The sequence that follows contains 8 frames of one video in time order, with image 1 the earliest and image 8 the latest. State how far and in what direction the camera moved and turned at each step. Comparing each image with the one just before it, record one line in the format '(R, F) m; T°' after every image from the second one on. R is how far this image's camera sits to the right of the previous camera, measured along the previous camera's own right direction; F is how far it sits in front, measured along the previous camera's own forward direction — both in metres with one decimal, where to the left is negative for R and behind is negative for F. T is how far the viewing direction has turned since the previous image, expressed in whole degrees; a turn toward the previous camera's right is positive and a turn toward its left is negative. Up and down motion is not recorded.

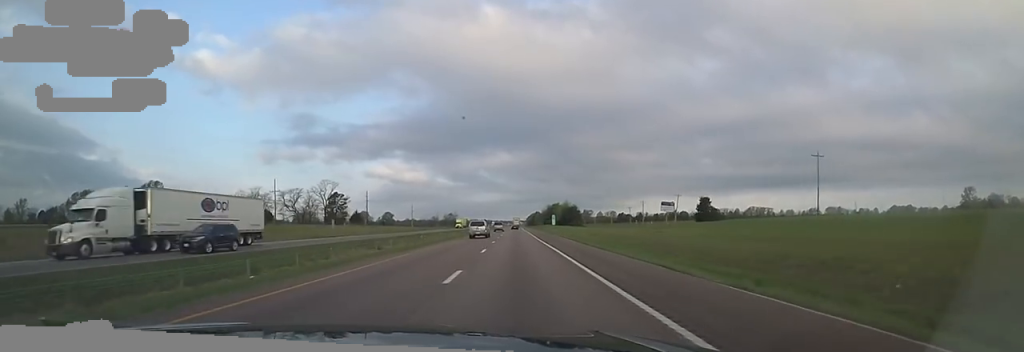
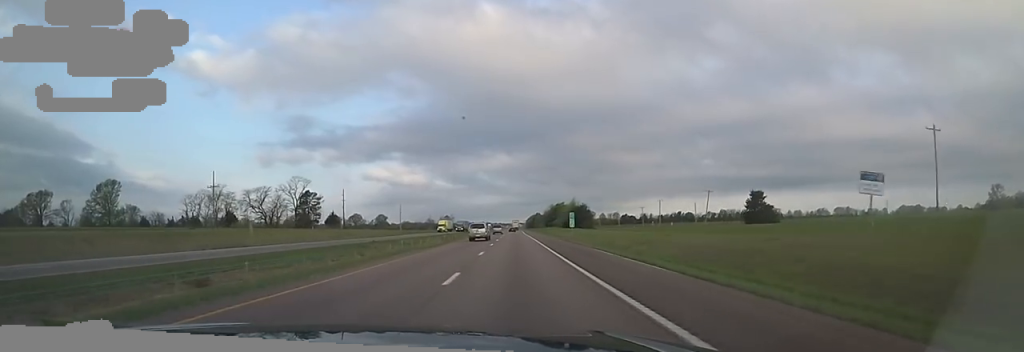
(-1.2, +24.6) m; 0°
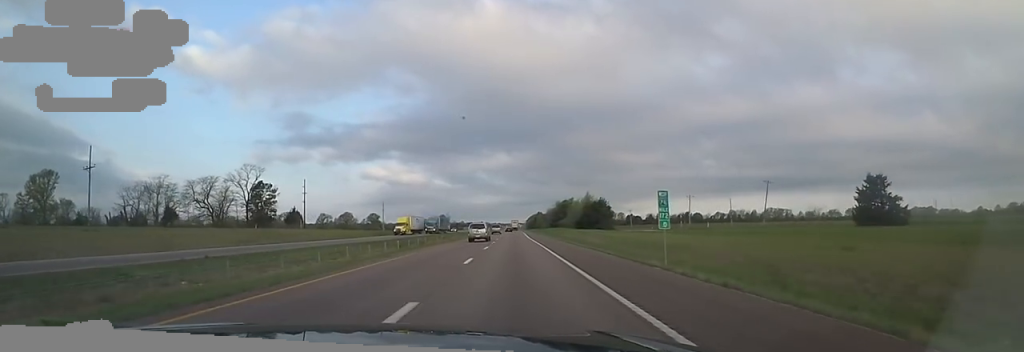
(+1.6, +30.1) m; +1°
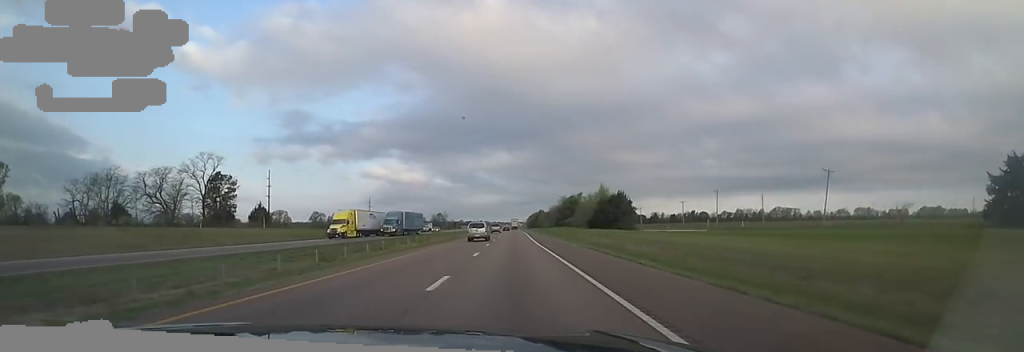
(-0.5, +19.8) m; -1°
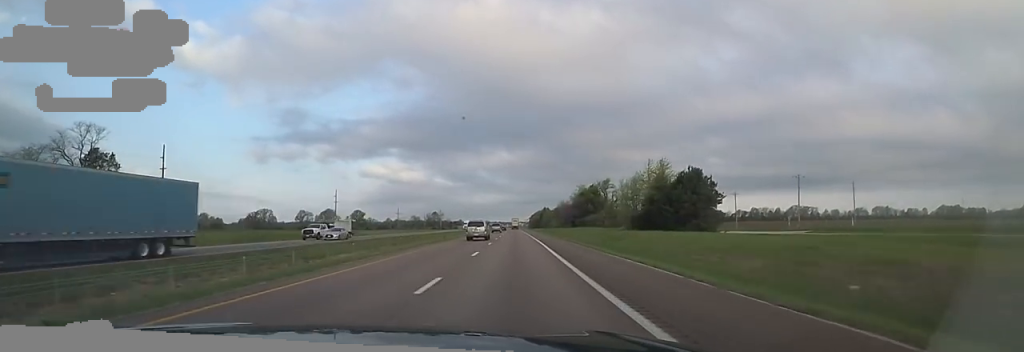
(-1.1, +37.8) m; 0°
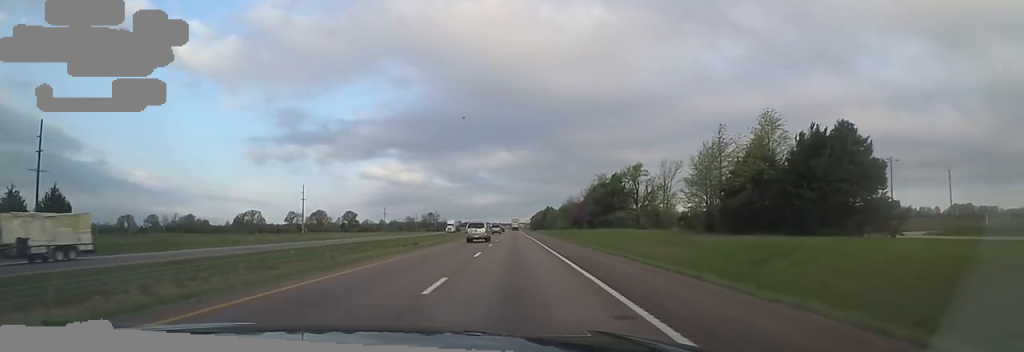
(+0.1, +25.2) m; +1°
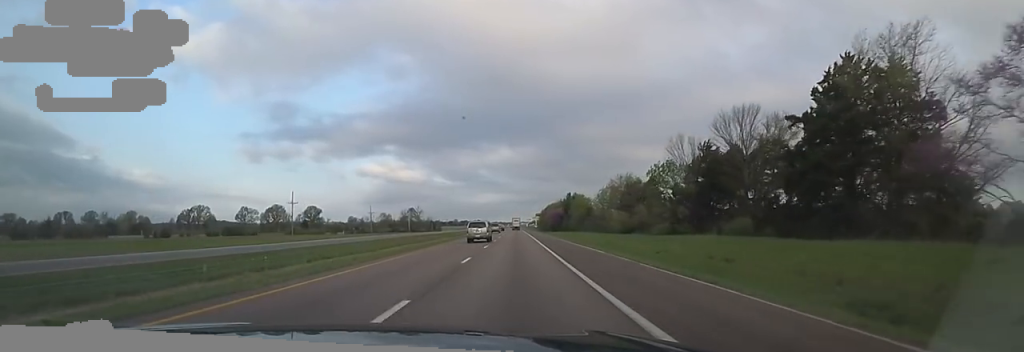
(+0.5, +92.9) m; 0°
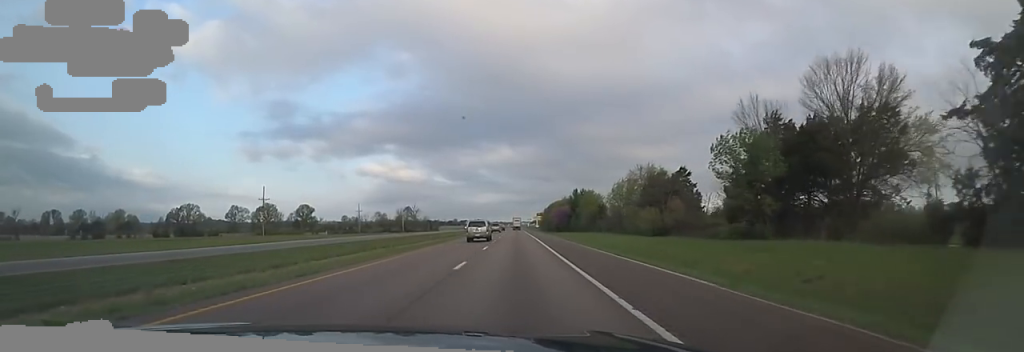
(0.0, +15.3) m; 0°
